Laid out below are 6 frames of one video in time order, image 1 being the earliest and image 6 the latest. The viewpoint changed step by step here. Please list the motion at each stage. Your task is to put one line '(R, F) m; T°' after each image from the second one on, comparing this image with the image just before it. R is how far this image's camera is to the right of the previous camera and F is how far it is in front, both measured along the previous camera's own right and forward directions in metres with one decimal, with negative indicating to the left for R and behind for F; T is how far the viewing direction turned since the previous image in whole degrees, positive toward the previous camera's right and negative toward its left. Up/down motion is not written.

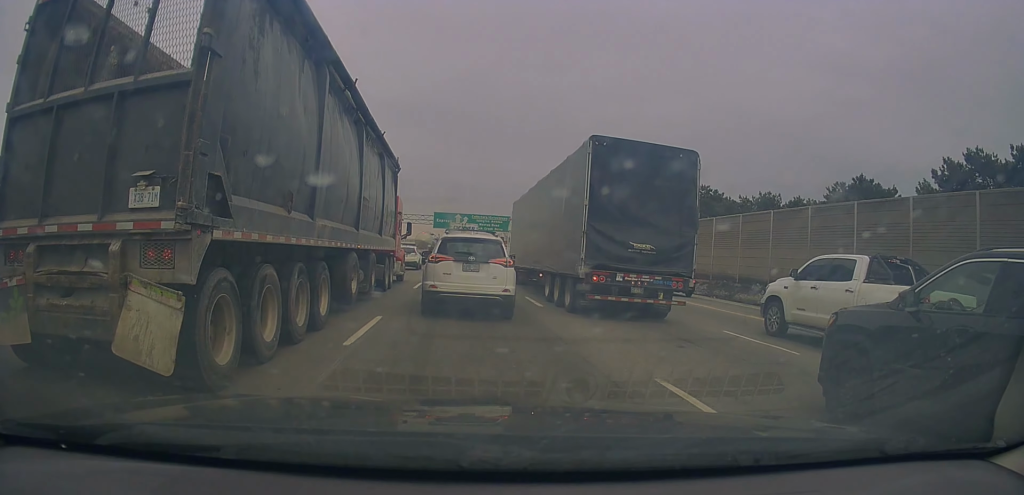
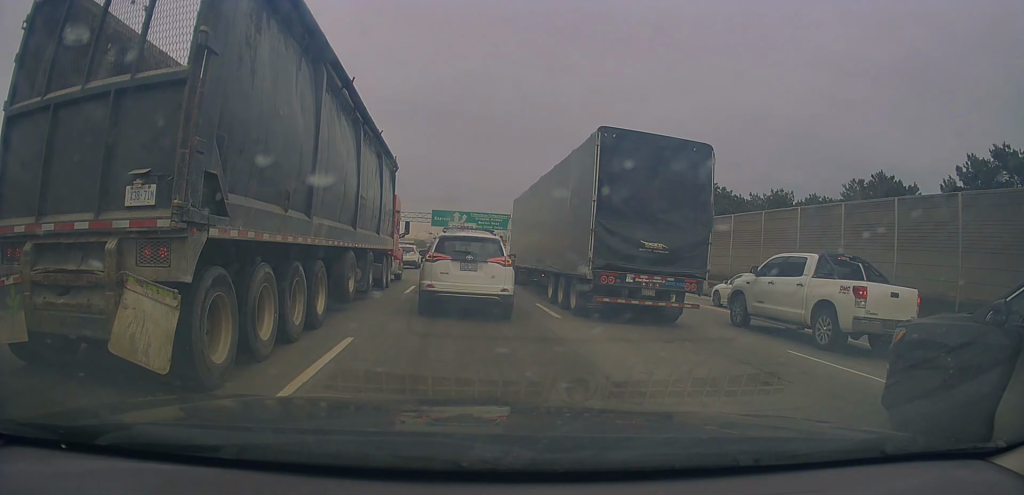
(0.0, +2.6) m; -1°
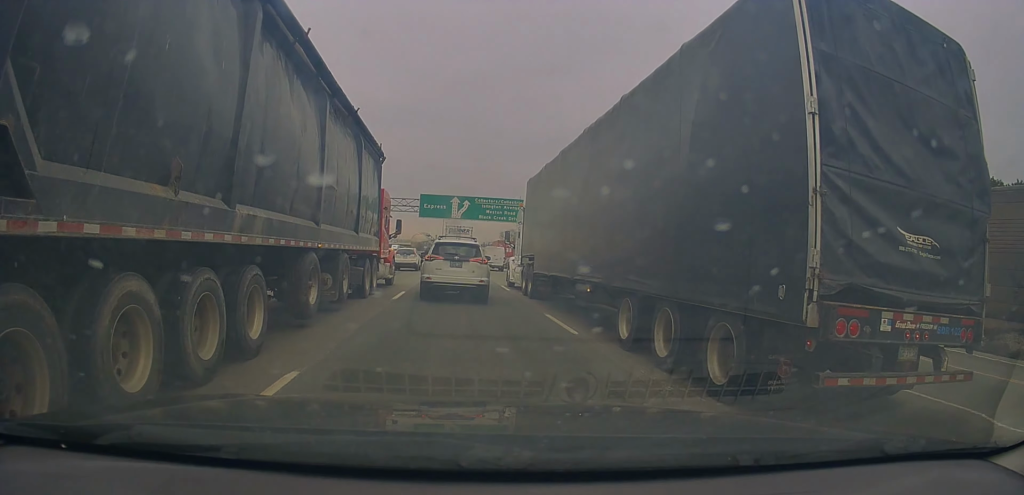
(+0.1, +21.2) m; +2°
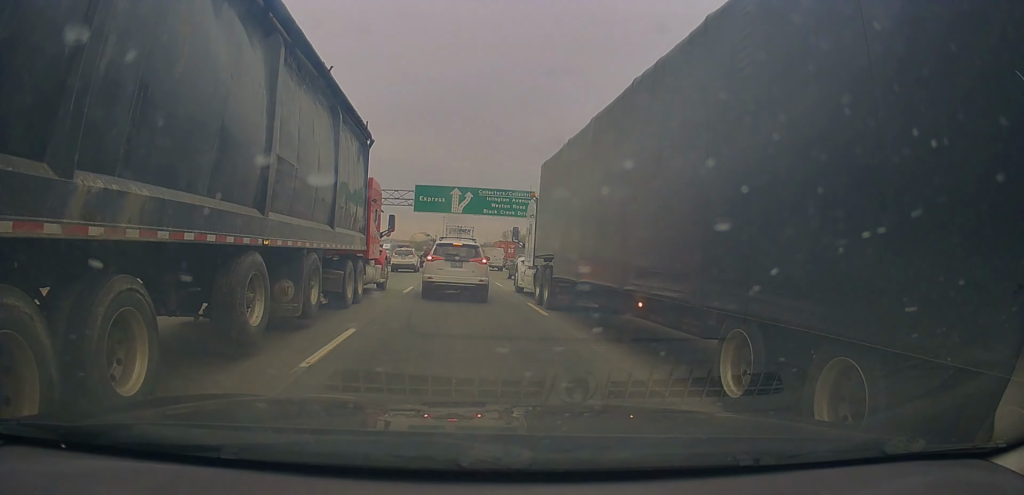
(+0.2, +7.4) m; -1°
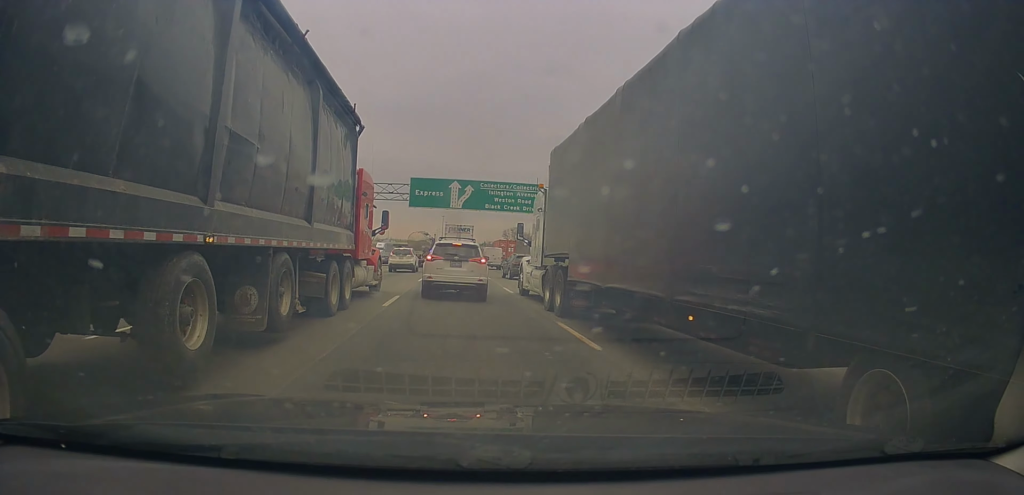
(+0.1, +4.2) m; -2°
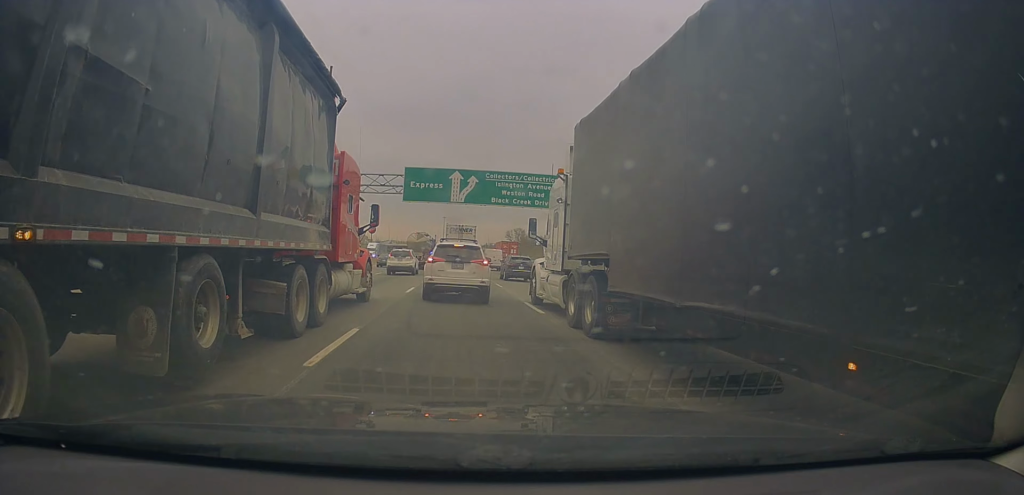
(-0.5, +6.6) m; +2°
